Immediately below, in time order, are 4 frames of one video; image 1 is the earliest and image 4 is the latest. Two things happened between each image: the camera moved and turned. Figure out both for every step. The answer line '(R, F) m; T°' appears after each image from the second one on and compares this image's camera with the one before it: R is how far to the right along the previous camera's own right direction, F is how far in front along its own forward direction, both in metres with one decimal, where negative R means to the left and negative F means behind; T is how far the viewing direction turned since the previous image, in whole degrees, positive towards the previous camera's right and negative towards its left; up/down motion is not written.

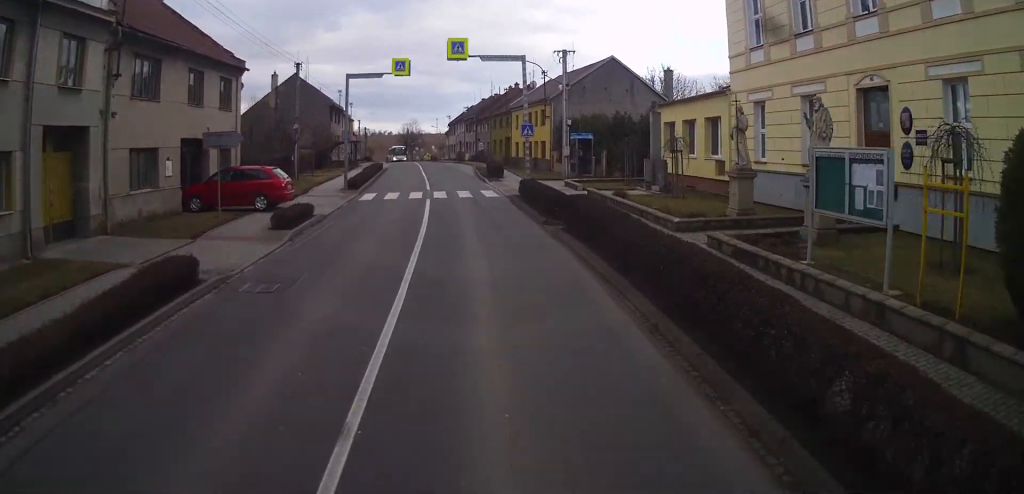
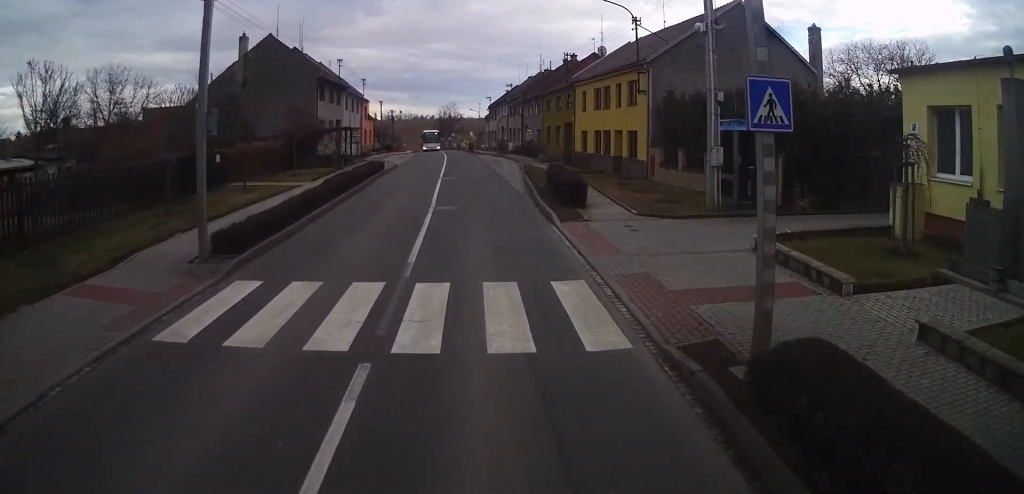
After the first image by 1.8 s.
(0.0, +18.4) m; -1°
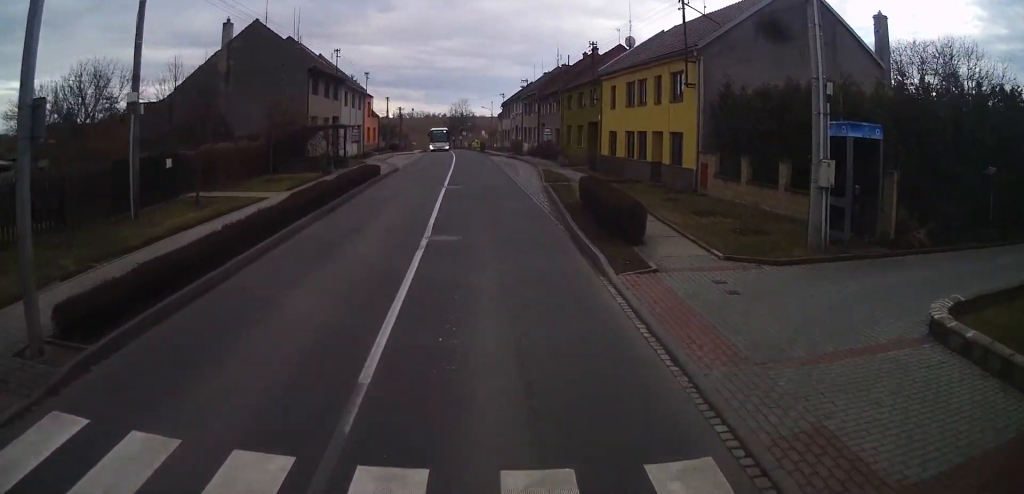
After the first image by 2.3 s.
(+0.1, +5.7) m; -1°
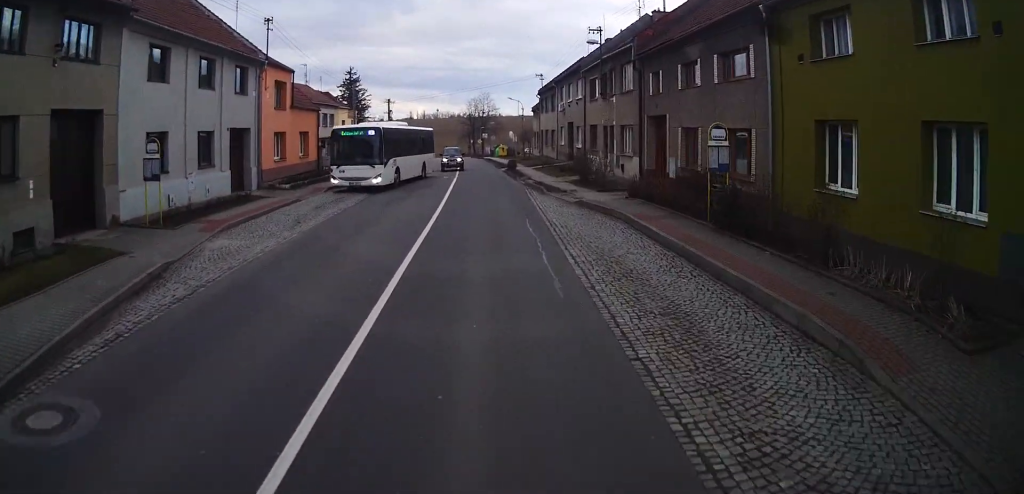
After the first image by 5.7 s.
(-1.5, +34.4) m; -2°
